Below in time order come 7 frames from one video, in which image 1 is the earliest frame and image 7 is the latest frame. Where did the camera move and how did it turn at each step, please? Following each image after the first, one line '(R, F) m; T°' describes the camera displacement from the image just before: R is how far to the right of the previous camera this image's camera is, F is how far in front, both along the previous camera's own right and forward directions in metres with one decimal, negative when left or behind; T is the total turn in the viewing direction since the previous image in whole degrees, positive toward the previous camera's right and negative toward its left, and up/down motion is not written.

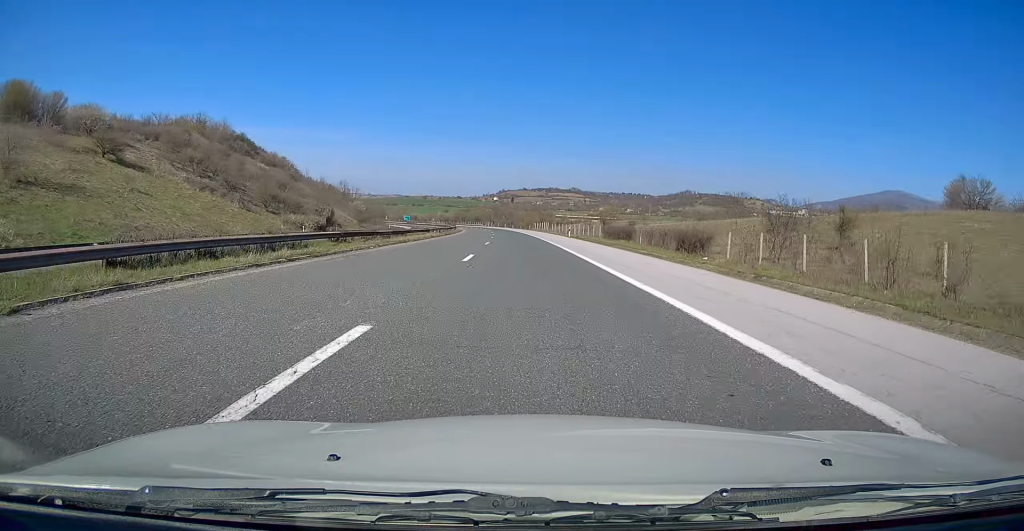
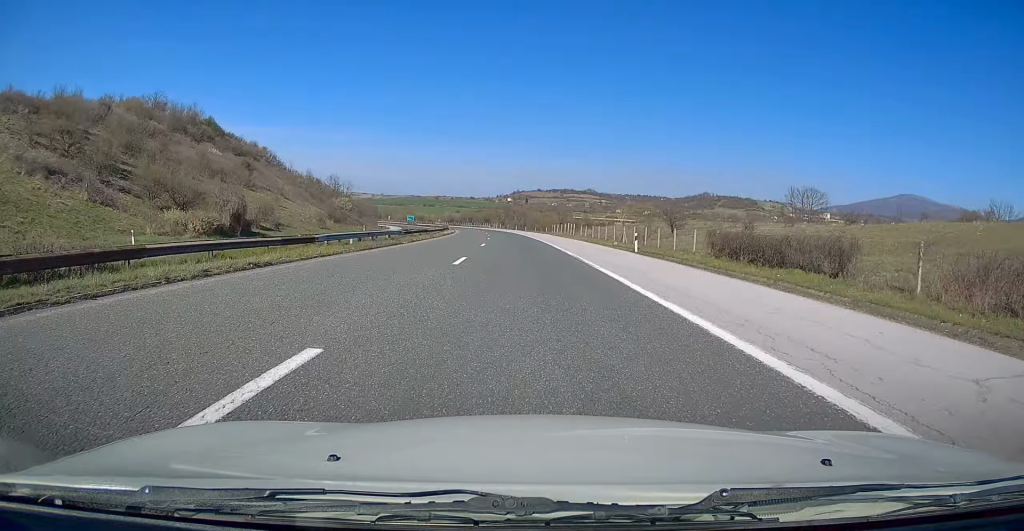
(-0.4, +33.3) m; -1°
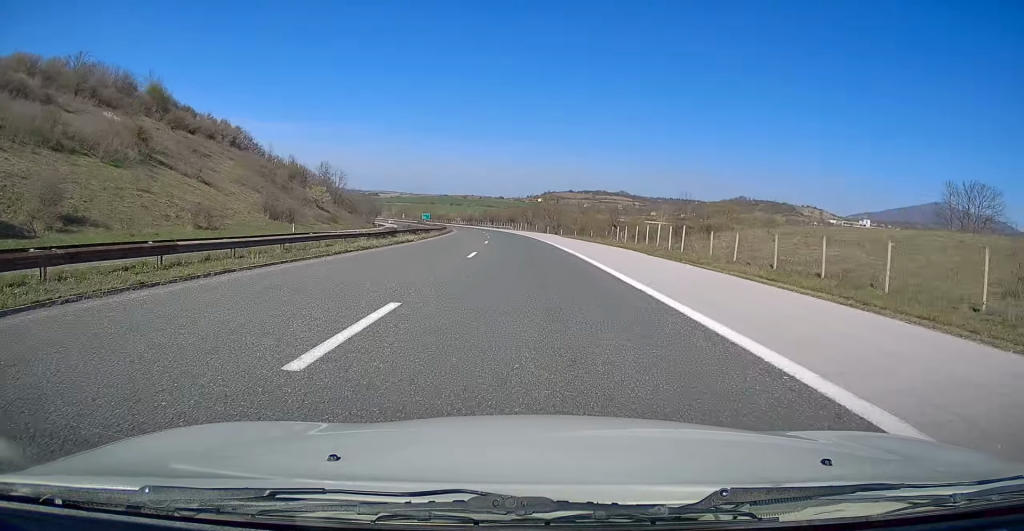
(-0.5, +44.8) m; -2°
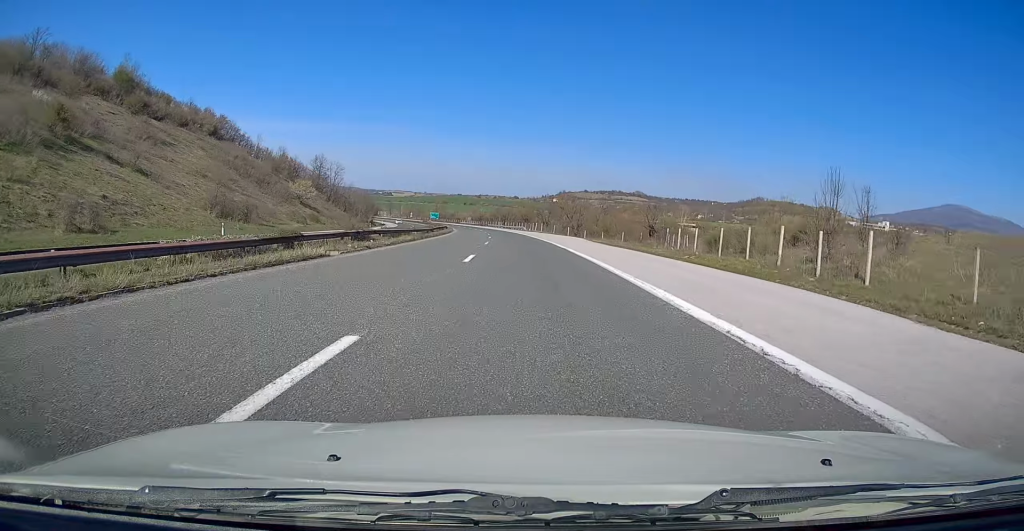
(0.0, +18.7) m; -1°
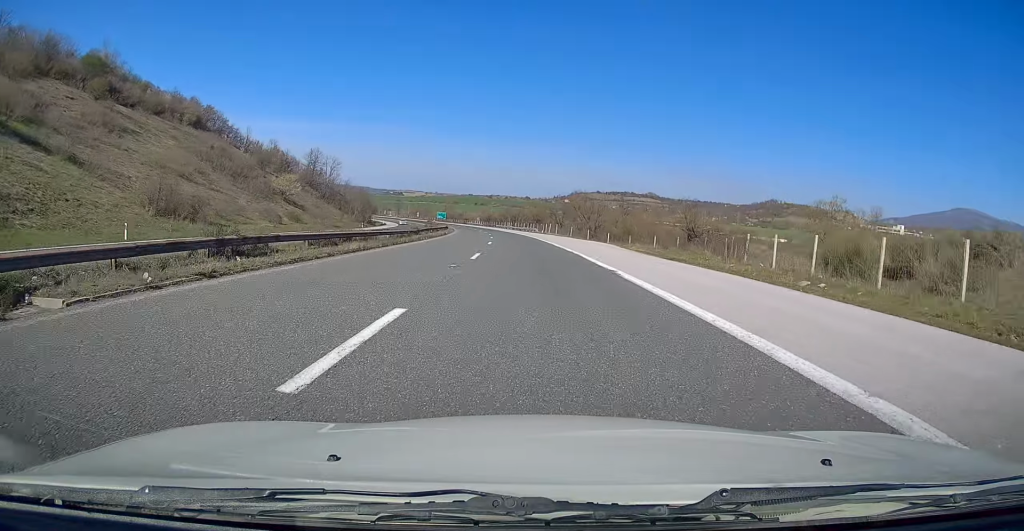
(-0.3, +13.9) m; -1°
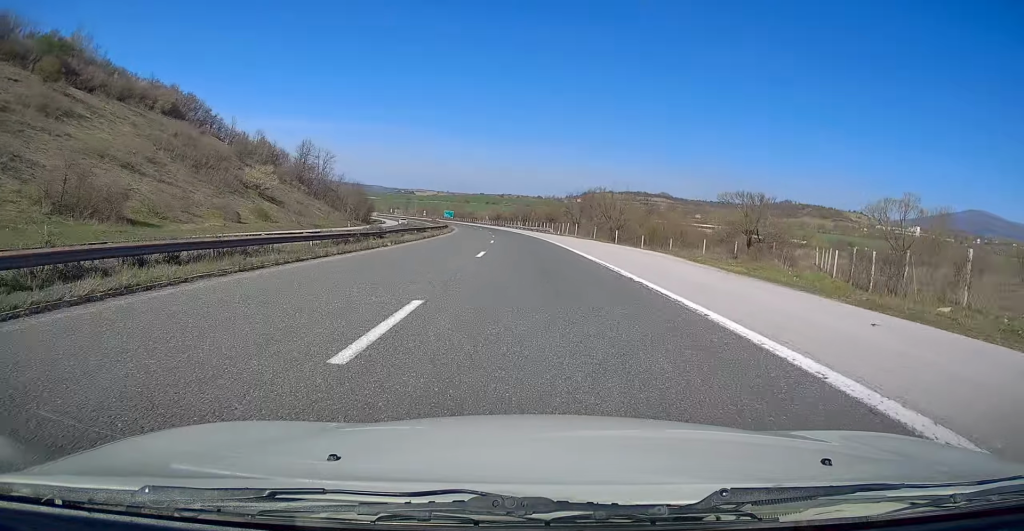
(-0.1, +15.1) m; -1°
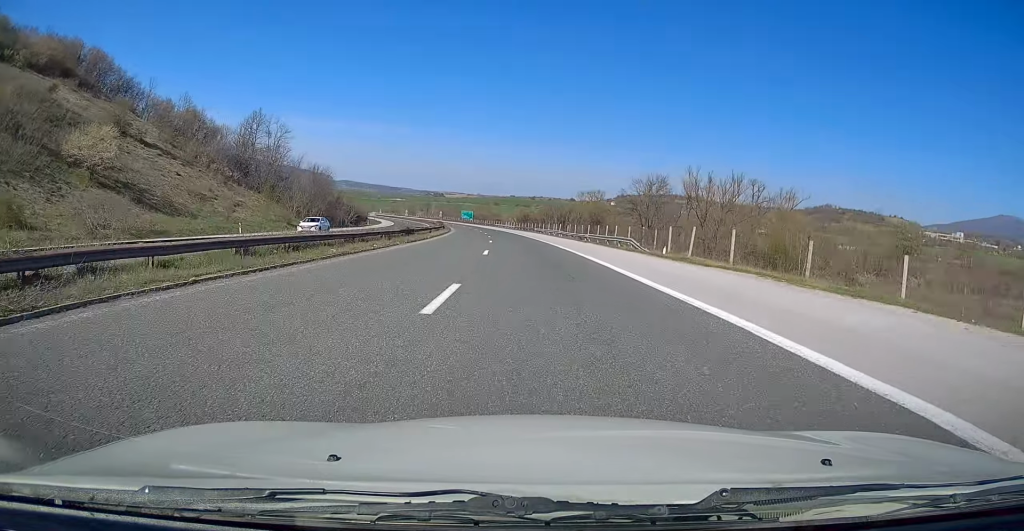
(-1.0, +45.1) m; -2°
